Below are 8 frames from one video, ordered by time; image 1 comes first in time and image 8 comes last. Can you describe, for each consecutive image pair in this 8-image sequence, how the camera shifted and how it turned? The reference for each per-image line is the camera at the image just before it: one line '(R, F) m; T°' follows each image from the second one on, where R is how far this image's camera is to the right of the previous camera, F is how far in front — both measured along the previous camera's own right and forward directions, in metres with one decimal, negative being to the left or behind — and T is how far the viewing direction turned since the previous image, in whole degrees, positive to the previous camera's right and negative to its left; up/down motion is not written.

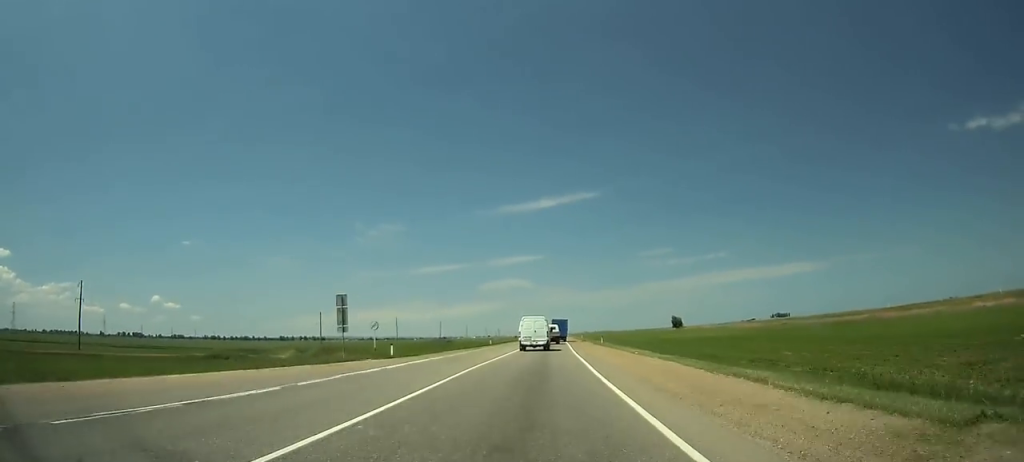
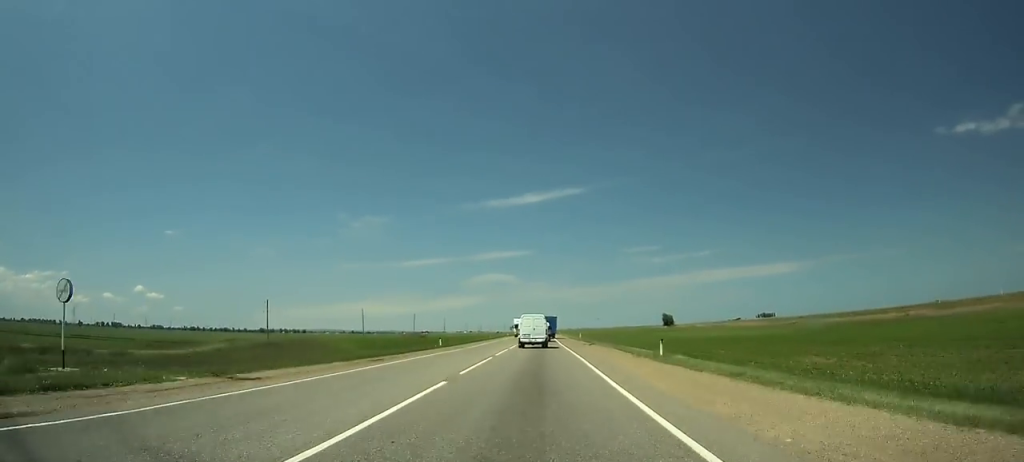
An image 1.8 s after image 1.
(+0.5, +32.4) m; +2°
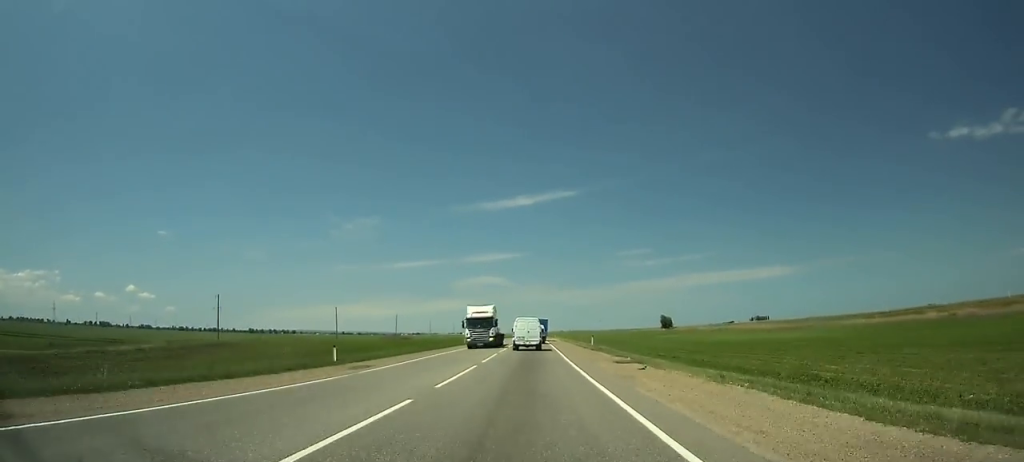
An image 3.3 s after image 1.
(+0.3, +27.3) m; 0°
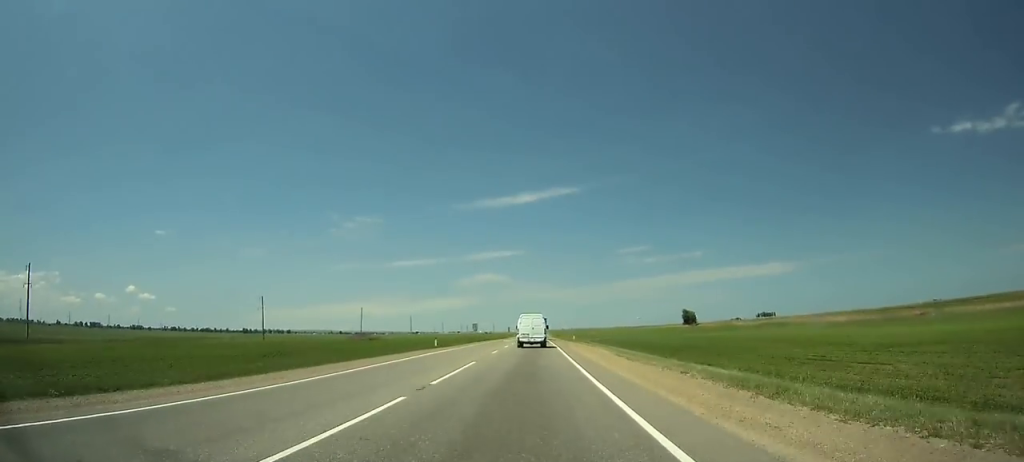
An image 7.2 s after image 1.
(+0.3, +71.5) m; 0°
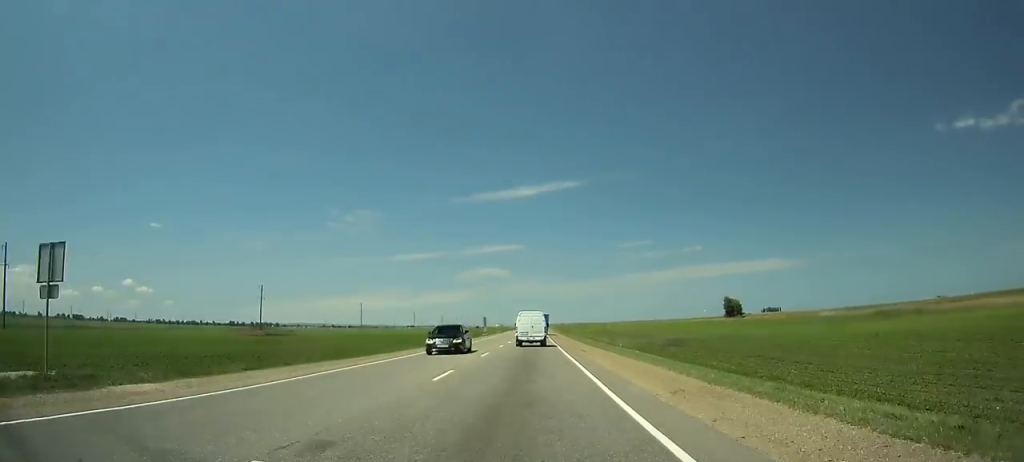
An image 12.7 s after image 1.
(+0.3, +101.5) m; 0°
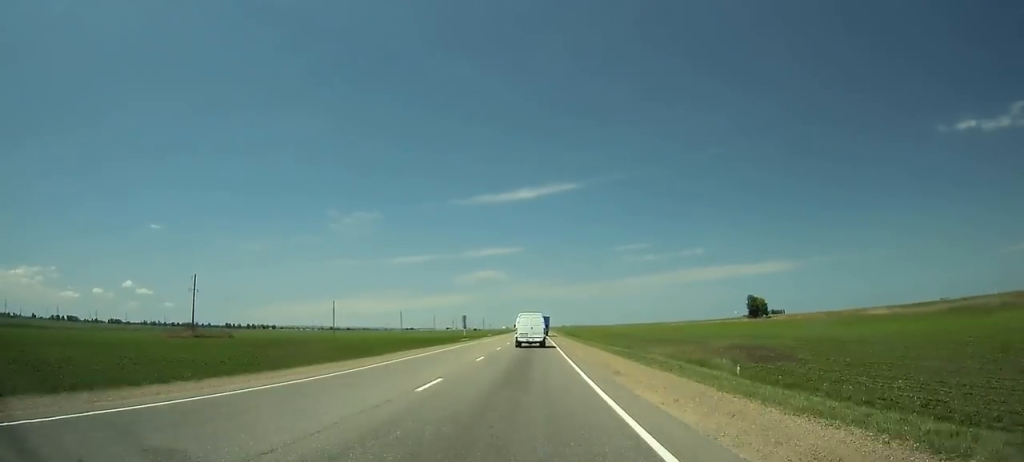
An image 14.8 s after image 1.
(0.0, +38.7) m; 0°
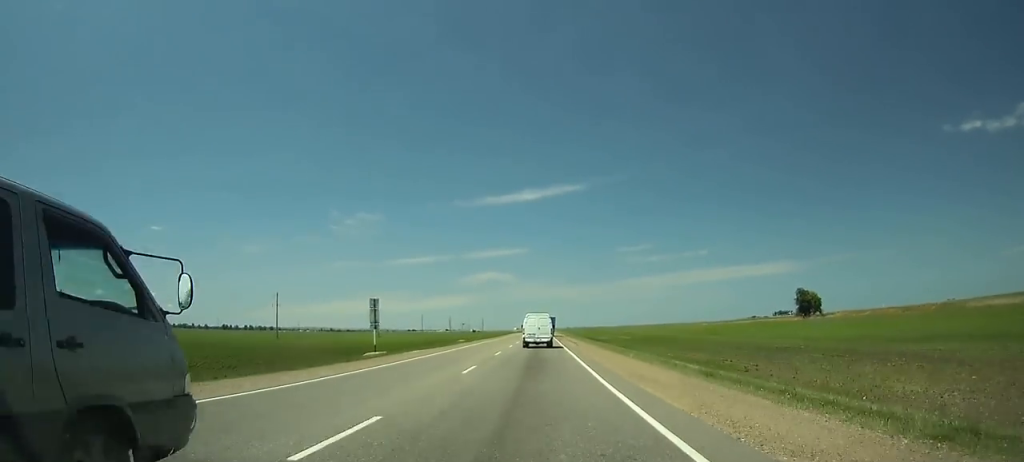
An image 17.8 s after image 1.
(-0.1, +55.1) m; 0°
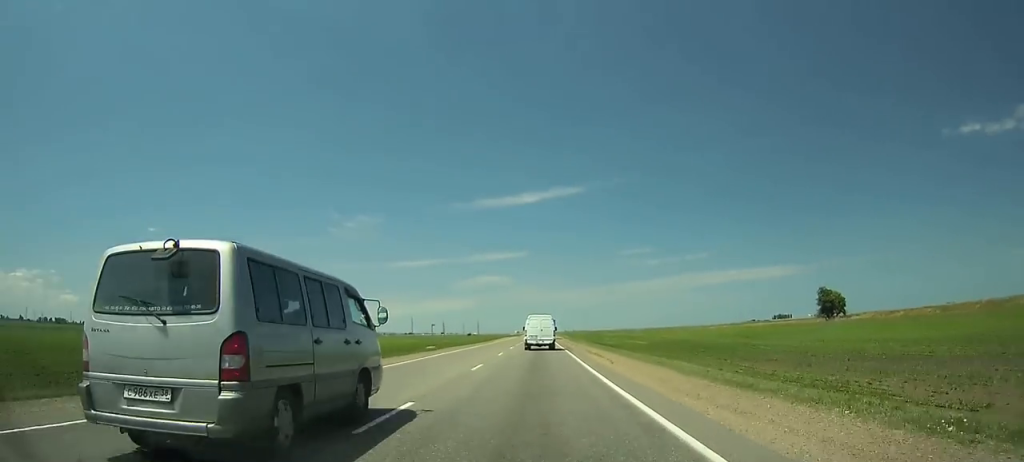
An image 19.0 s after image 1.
(-0.1, +22.0) m; 0°
